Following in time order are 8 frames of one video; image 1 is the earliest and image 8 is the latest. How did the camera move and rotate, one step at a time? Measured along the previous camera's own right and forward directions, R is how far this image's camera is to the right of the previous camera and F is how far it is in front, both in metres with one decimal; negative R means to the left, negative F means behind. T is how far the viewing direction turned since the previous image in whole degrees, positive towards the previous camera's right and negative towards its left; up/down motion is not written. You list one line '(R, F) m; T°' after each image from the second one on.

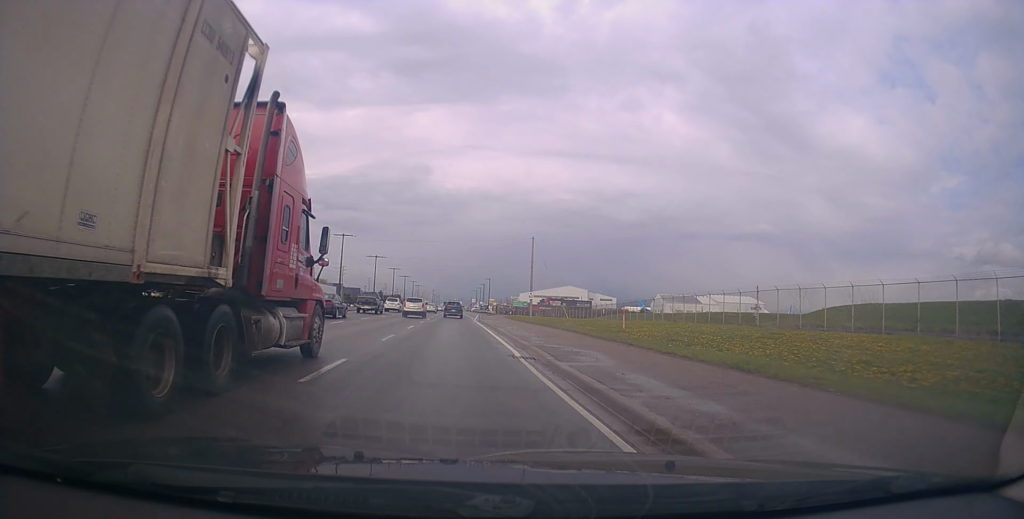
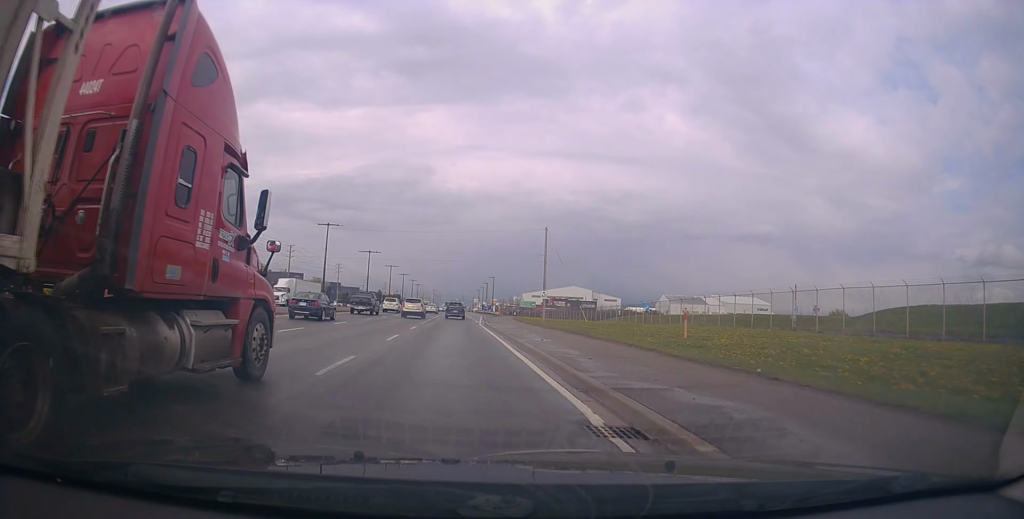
(-0.1, +8.0) m; +1°
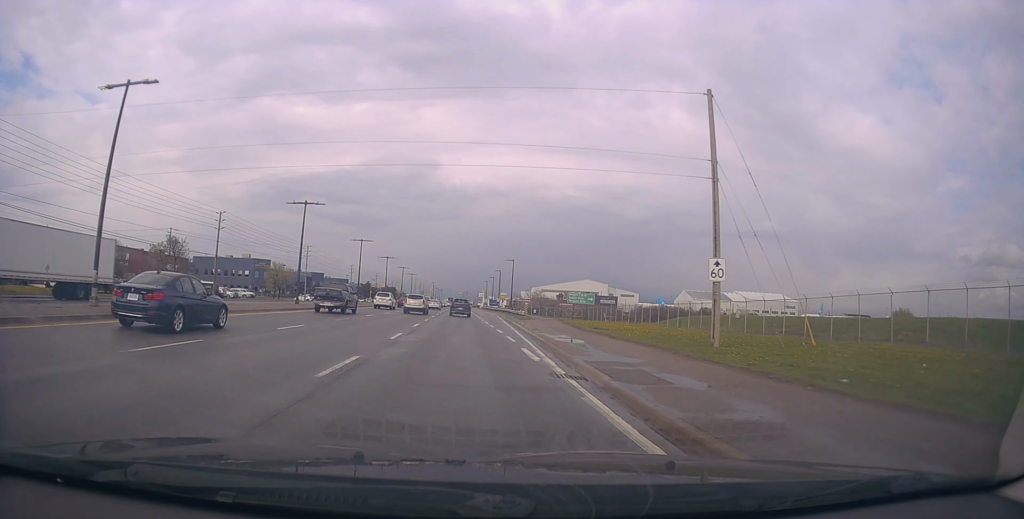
(+0.4, +34.6) m; 0°
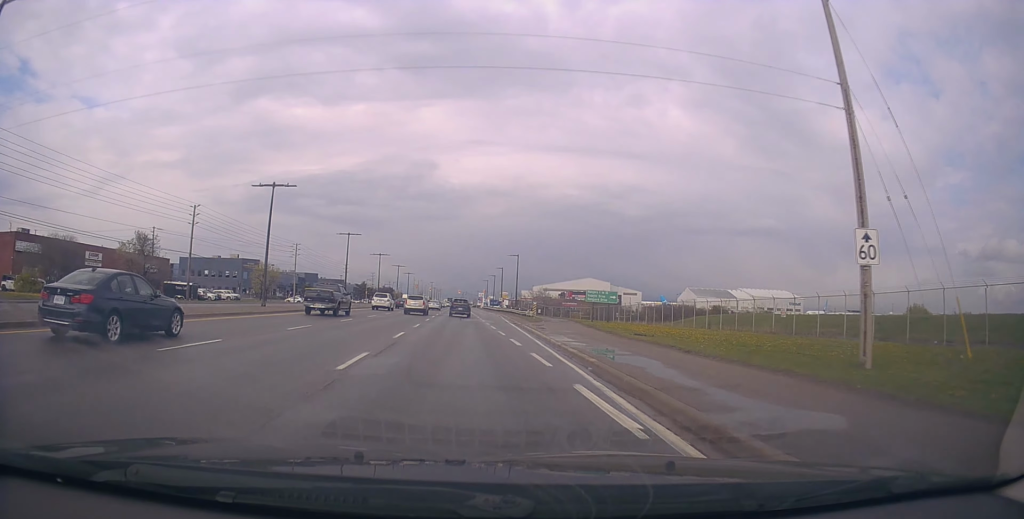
(+0.3, +7.5) m; 0°
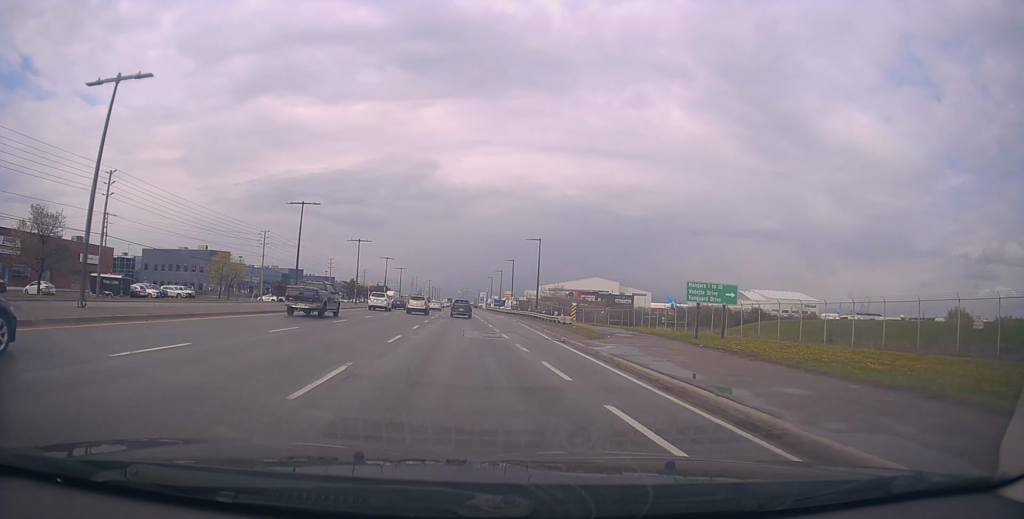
(-0.3, +19.2) m; -1°
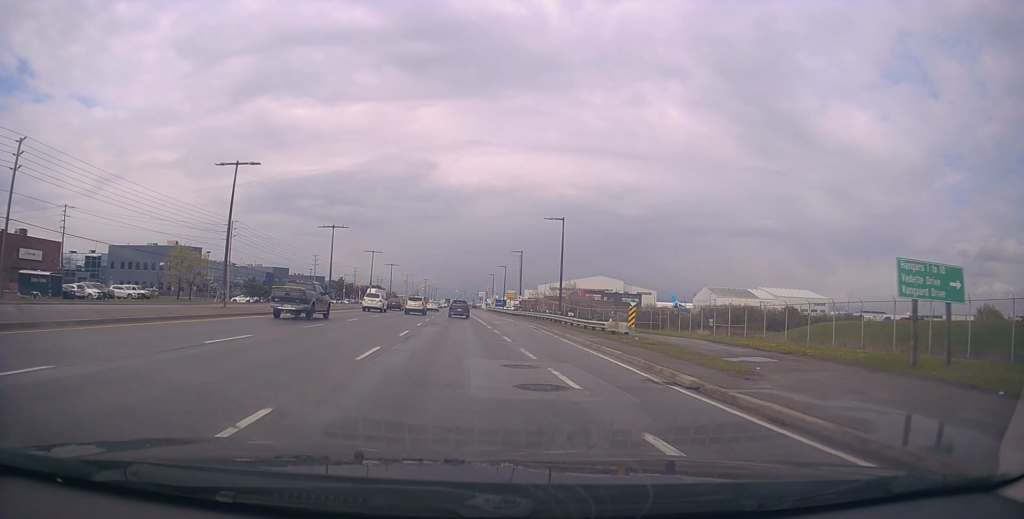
(+0.3, +13.6) m; 0°
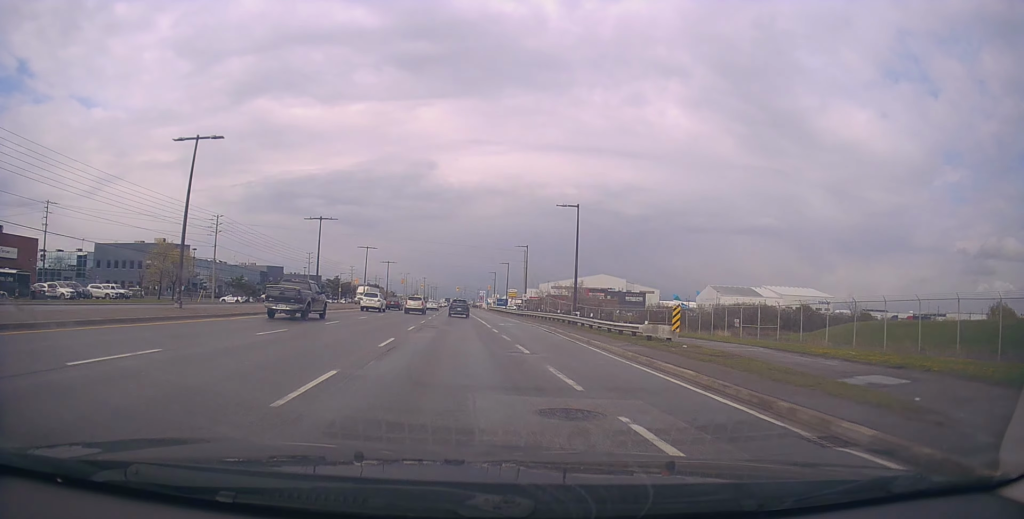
(-0.1, +5.2) m; +1°
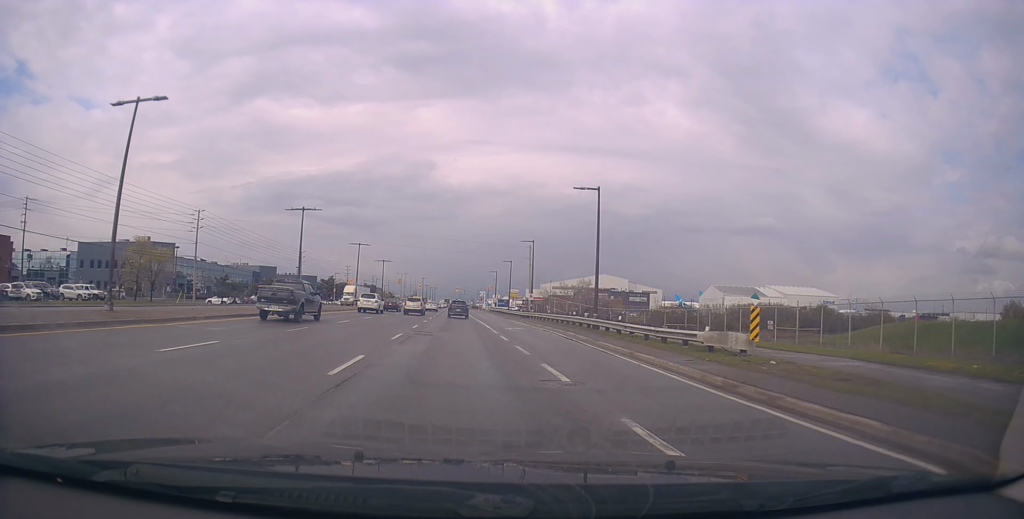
(-0.2, +5.7) m; +1°
